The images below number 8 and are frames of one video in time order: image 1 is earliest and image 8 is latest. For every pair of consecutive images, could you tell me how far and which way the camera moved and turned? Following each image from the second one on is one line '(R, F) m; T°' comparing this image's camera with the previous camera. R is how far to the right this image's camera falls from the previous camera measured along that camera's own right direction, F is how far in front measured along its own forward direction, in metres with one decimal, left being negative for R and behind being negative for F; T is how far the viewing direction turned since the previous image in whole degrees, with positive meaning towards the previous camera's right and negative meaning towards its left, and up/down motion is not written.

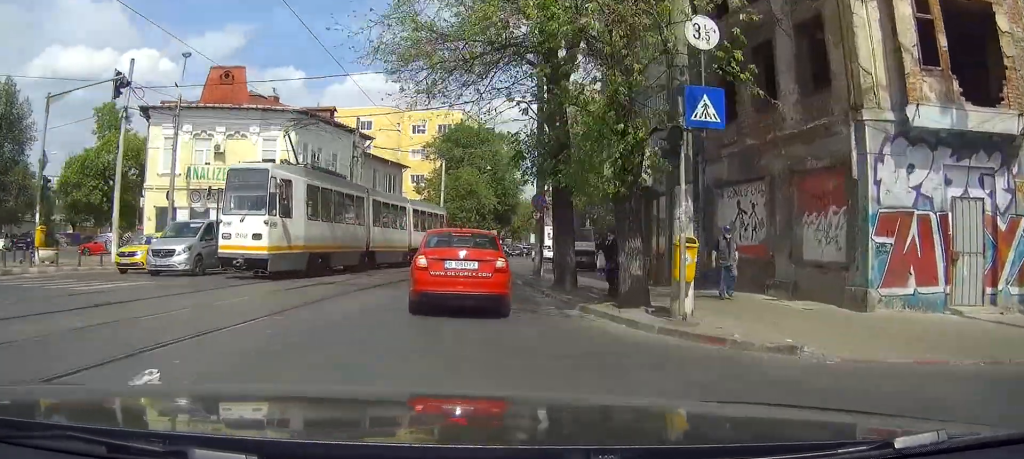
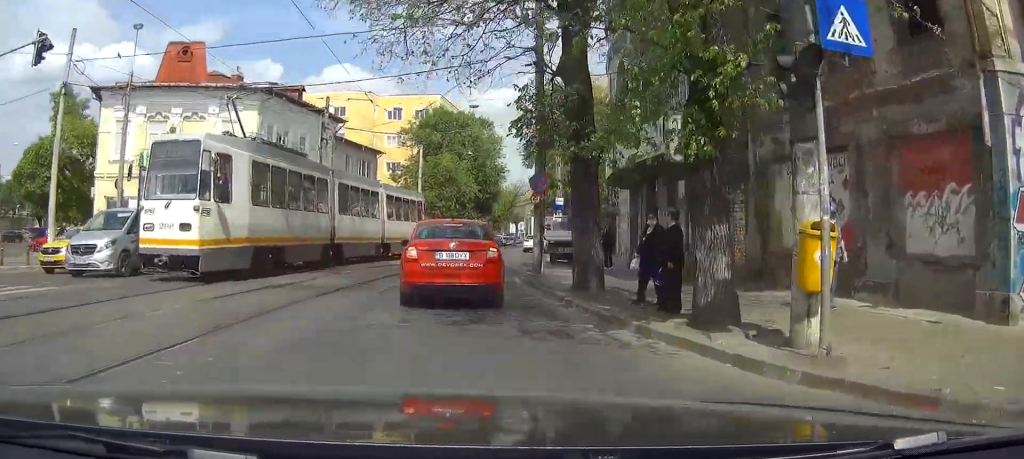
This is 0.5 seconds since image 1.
(0.0, +4.5) m; +2°
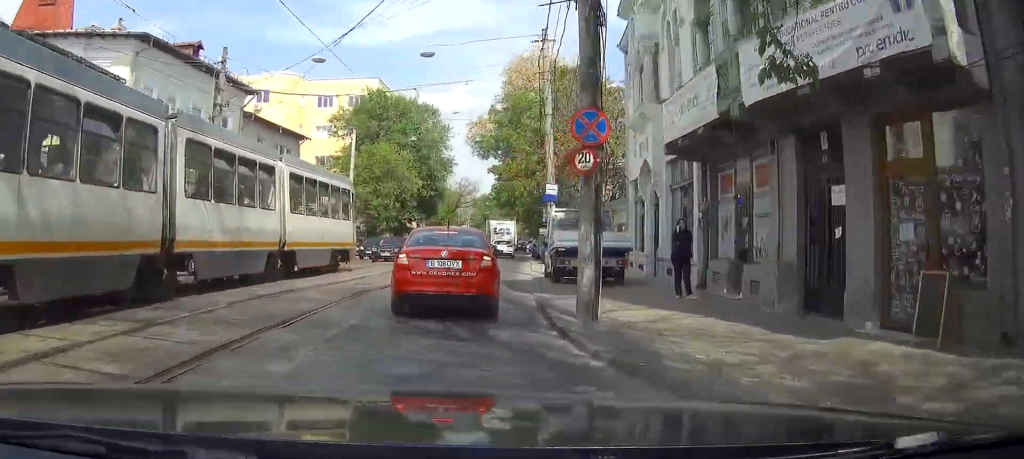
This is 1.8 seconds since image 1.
(+0.8, +12.2) m; +7°
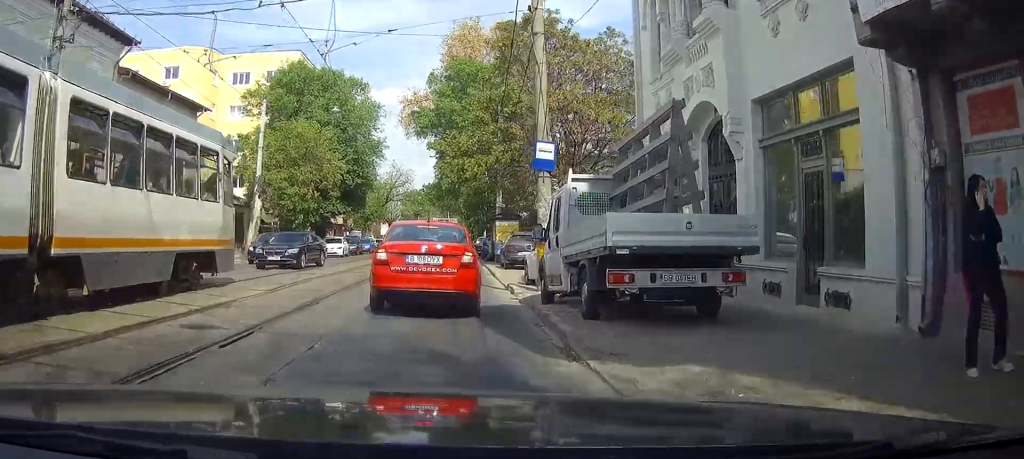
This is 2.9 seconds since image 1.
(+0.4, +10.2) m; +4°
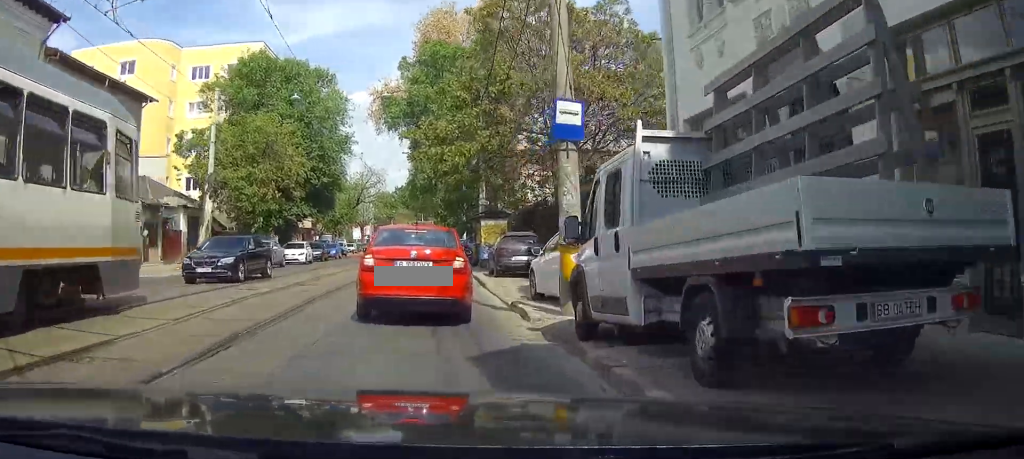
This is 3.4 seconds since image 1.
(0.0, +5.0) m; +2°
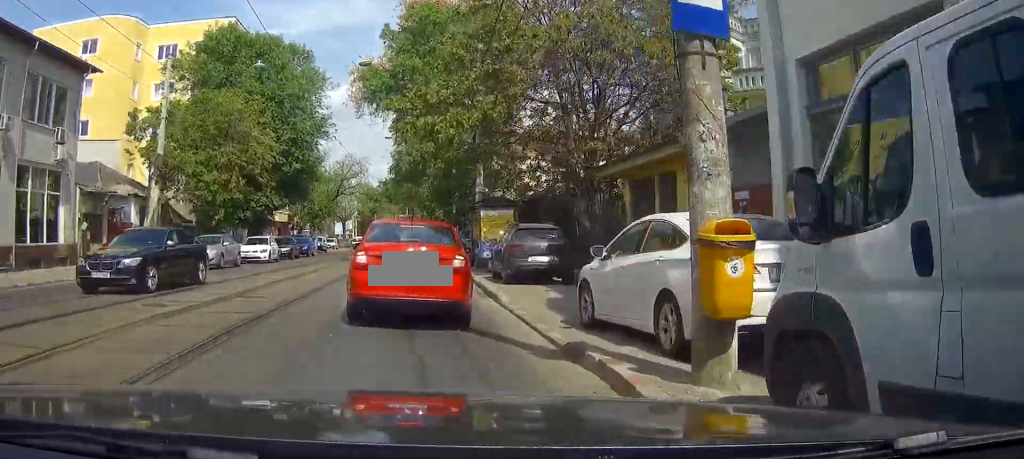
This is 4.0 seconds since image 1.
(+0.2, +5.6) m; +2°
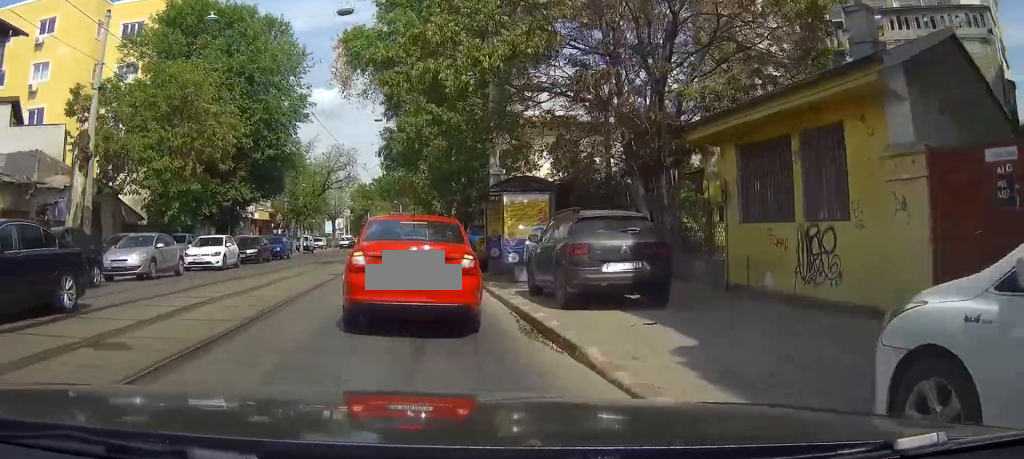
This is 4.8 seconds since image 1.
(+0.2, +6.6) m; +2°
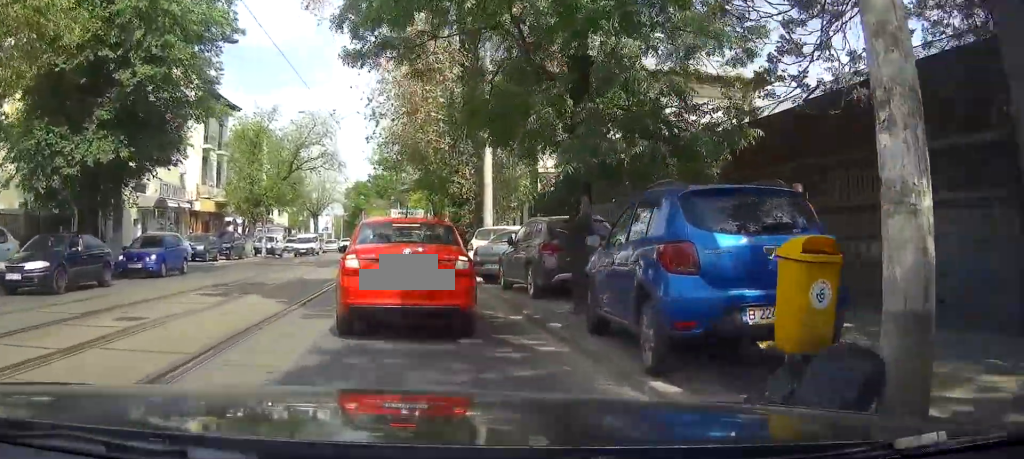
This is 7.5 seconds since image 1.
(0.0, +18.2) m; -2°
